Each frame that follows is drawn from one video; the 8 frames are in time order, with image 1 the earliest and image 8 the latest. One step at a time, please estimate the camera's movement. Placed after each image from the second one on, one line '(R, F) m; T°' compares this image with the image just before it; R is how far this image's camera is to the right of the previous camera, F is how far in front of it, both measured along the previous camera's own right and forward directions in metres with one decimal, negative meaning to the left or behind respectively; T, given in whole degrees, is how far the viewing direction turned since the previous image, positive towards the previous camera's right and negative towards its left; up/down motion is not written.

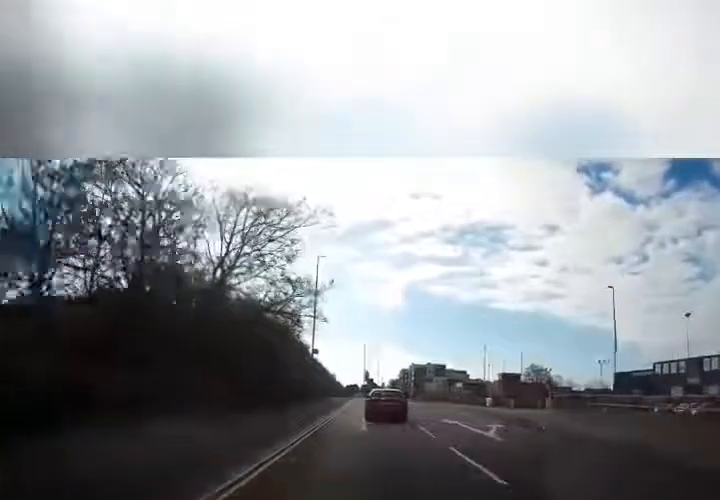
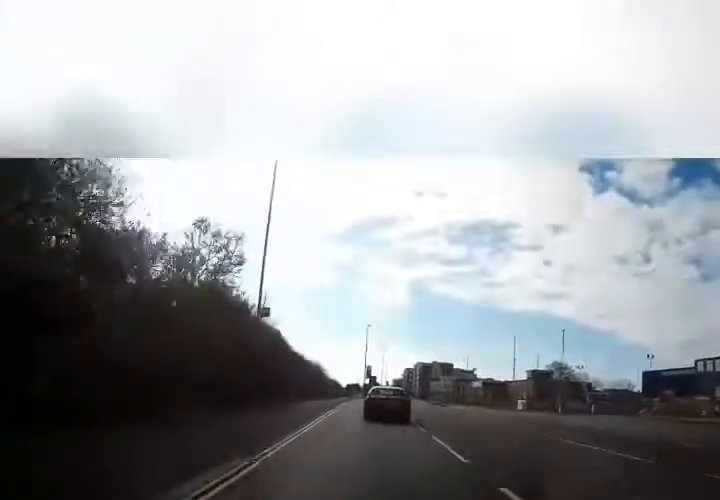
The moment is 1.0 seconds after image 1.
(-0.1, +15.4) m; -2°
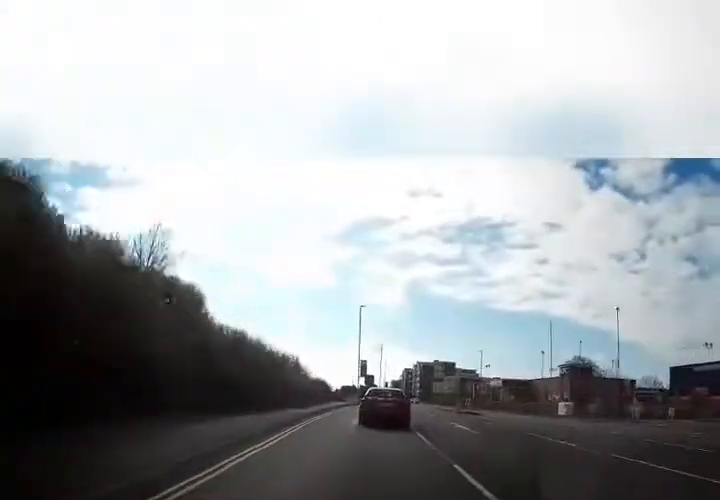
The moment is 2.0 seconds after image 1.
(-0.3, +15.3) m; -1°
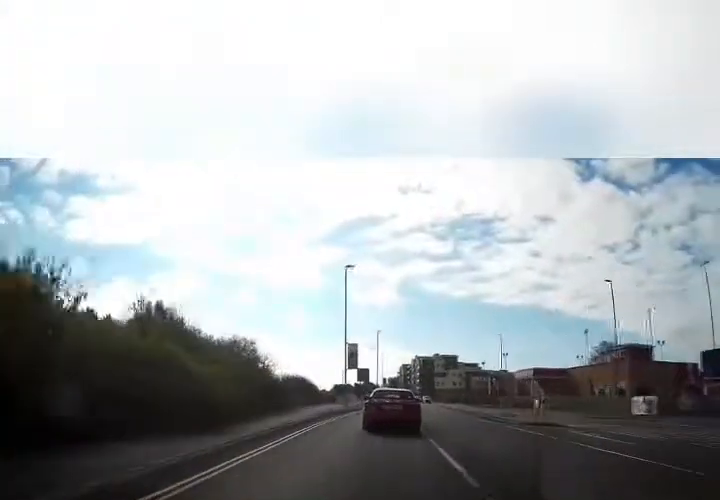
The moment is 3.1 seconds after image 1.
(+0.2, +15.5) m; +1°
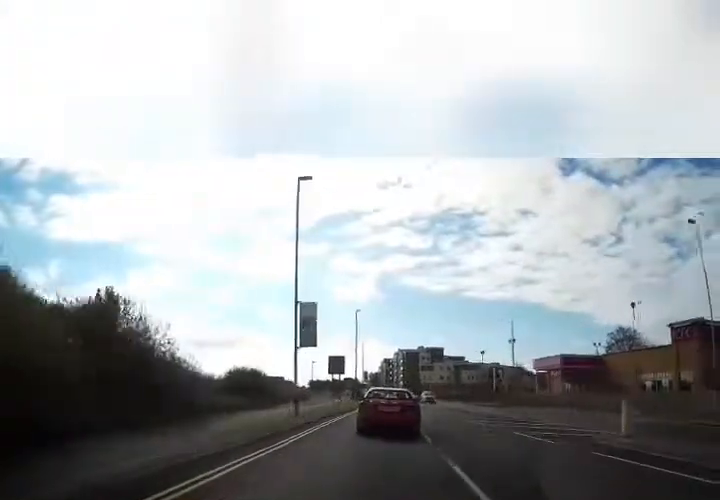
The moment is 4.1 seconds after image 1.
(+0.1, +13.9) m; +2°
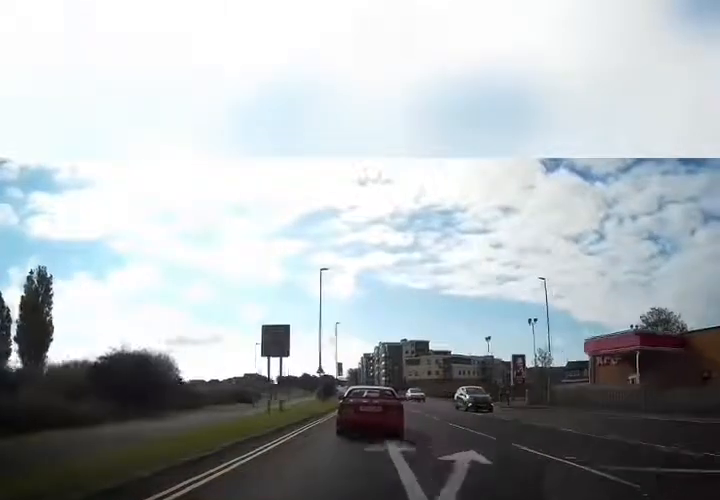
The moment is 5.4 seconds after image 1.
(+0.6, +16.1) m; +3°
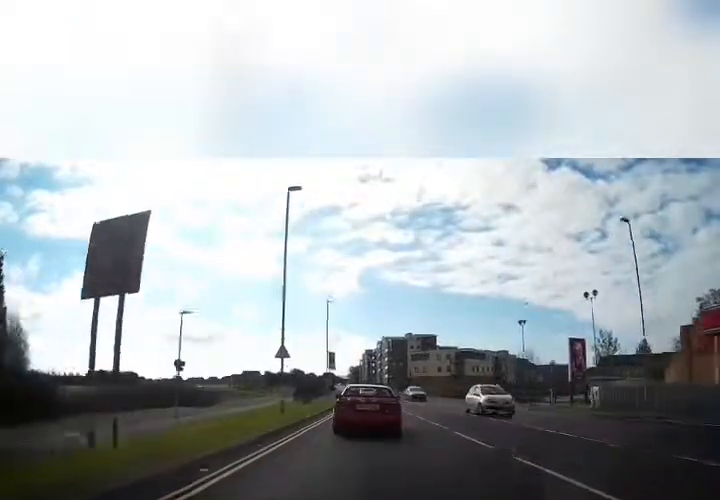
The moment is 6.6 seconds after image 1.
(+0.1, +13.3) m; 0°
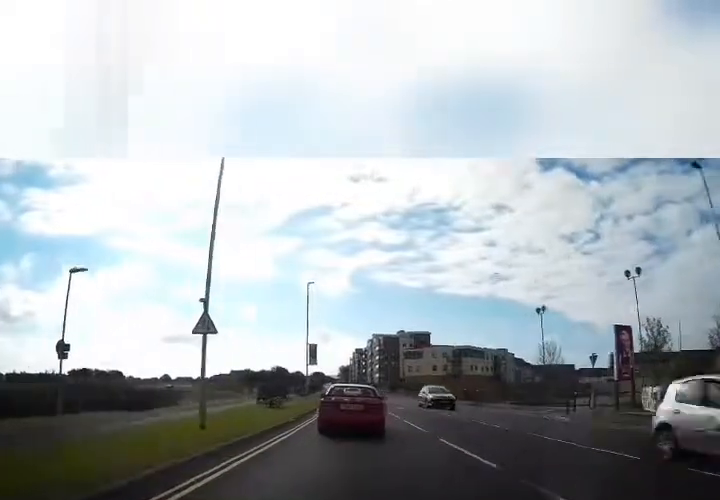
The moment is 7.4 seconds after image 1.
(0.0, +7.9) m; +1°
